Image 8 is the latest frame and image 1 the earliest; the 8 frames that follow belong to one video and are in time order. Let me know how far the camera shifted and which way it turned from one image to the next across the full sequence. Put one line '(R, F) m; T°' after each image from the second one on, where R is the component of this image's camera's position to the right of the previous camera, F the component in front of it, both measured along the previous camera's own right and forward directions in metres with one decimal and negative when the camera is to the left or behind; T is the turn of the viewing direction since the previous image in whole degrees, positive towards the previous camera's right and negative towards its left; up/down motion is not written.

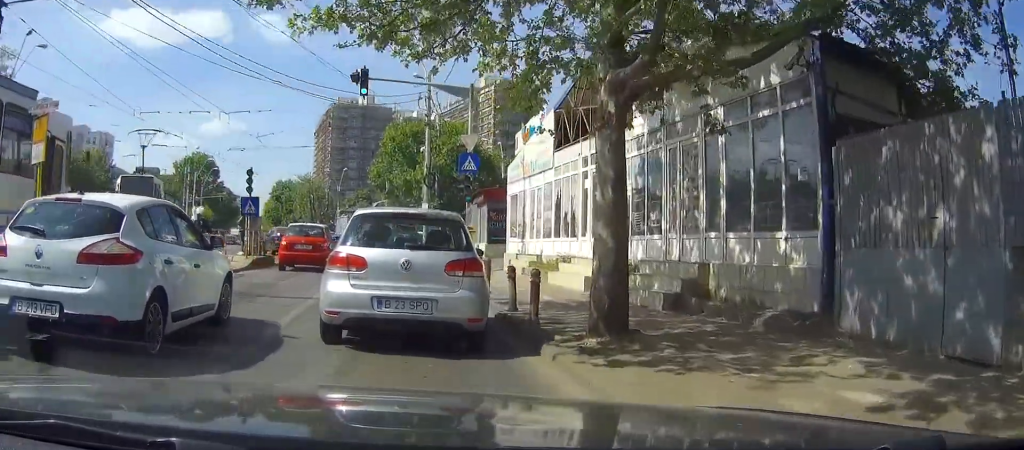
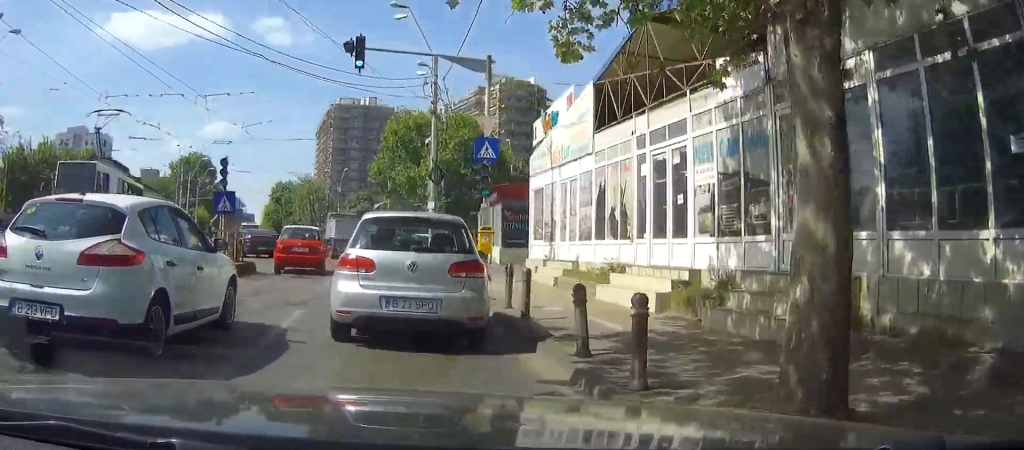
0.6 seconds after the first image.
(0.0, +3.6) m; +2°
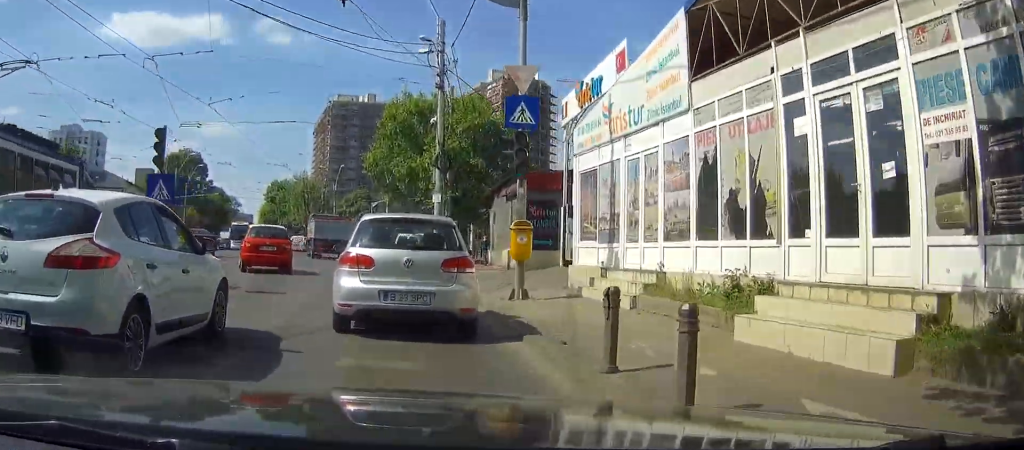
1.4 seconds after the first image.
(+0.2, +4.9) m; +4°
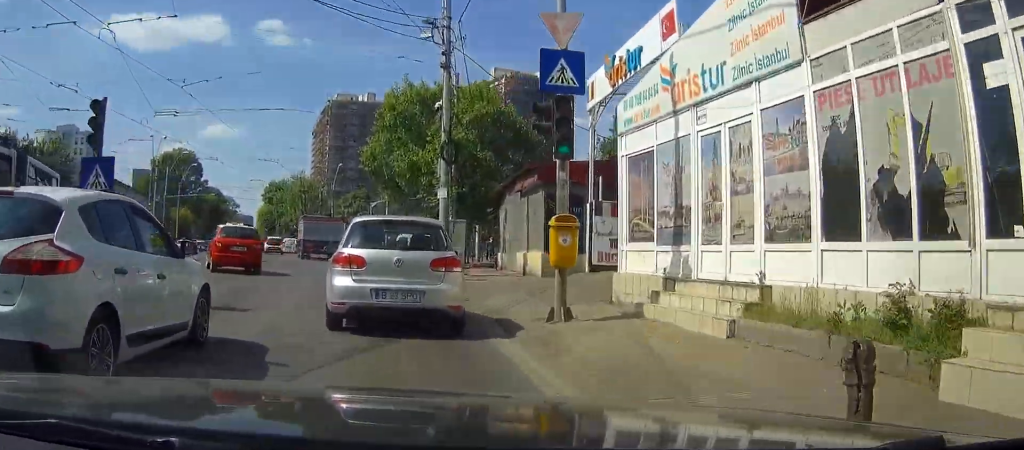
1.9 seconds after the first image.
(0.0, +3.2) m; +2°
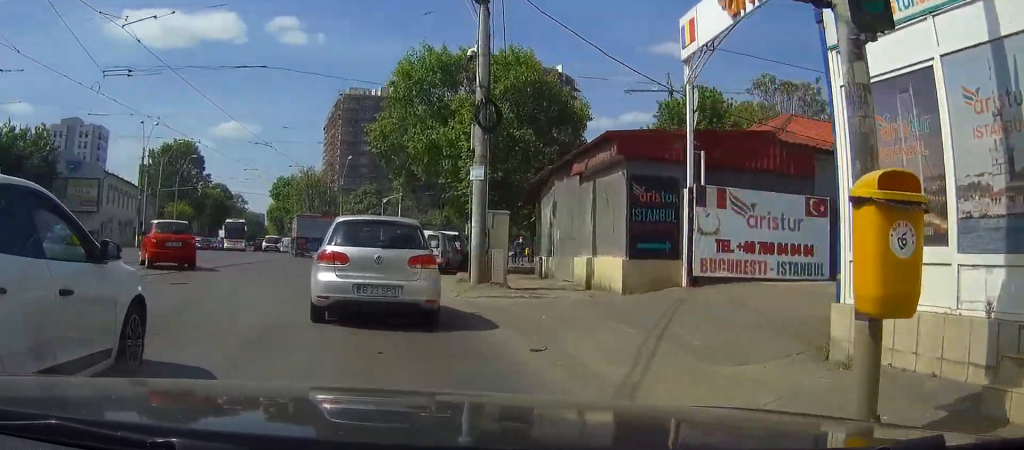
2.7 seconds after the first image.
(+0.2, +5.9) m; +1°
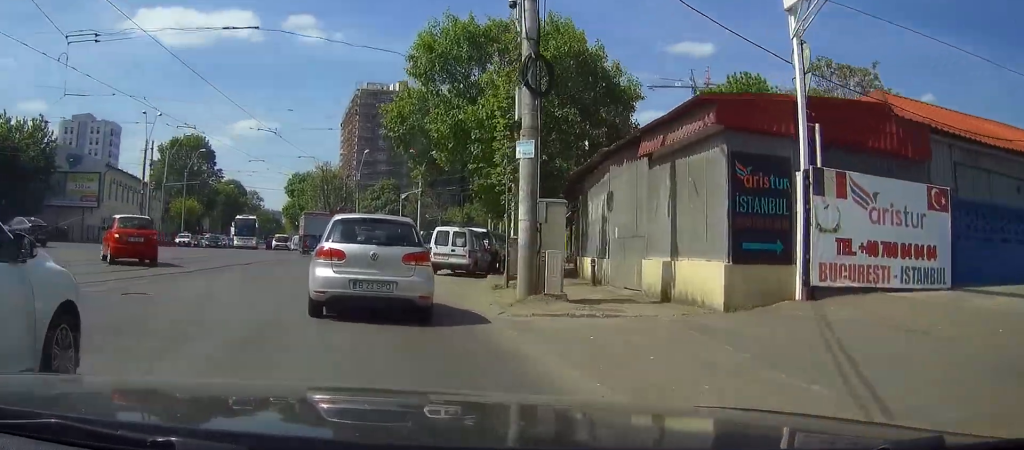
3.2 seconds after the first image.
(+0.1, +3.5) m; 0°
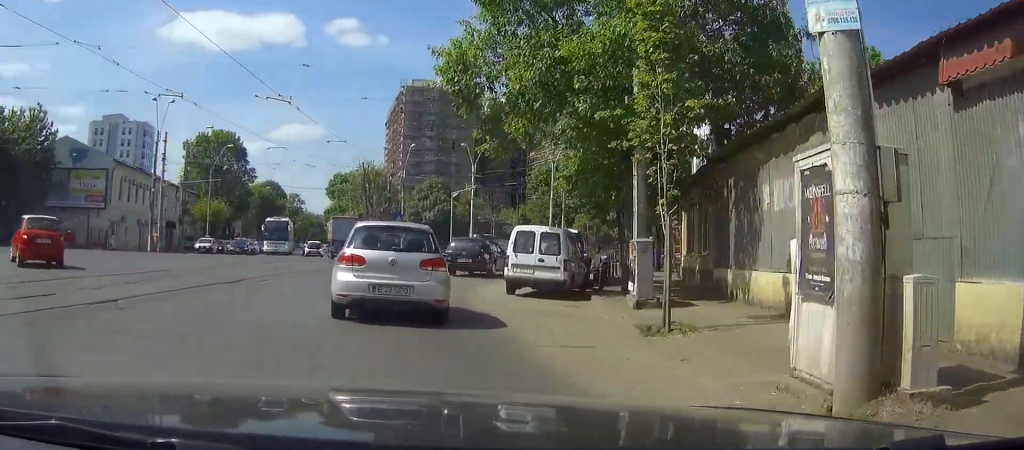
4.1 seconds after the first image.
(-0.2, +7.7) m; -2°
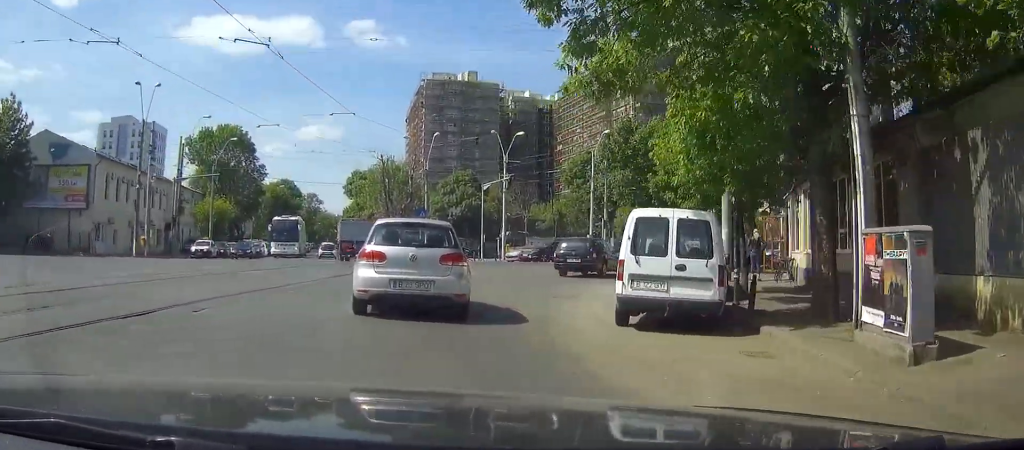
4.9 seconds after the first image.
(-0.1, +7.4) m; 0°
